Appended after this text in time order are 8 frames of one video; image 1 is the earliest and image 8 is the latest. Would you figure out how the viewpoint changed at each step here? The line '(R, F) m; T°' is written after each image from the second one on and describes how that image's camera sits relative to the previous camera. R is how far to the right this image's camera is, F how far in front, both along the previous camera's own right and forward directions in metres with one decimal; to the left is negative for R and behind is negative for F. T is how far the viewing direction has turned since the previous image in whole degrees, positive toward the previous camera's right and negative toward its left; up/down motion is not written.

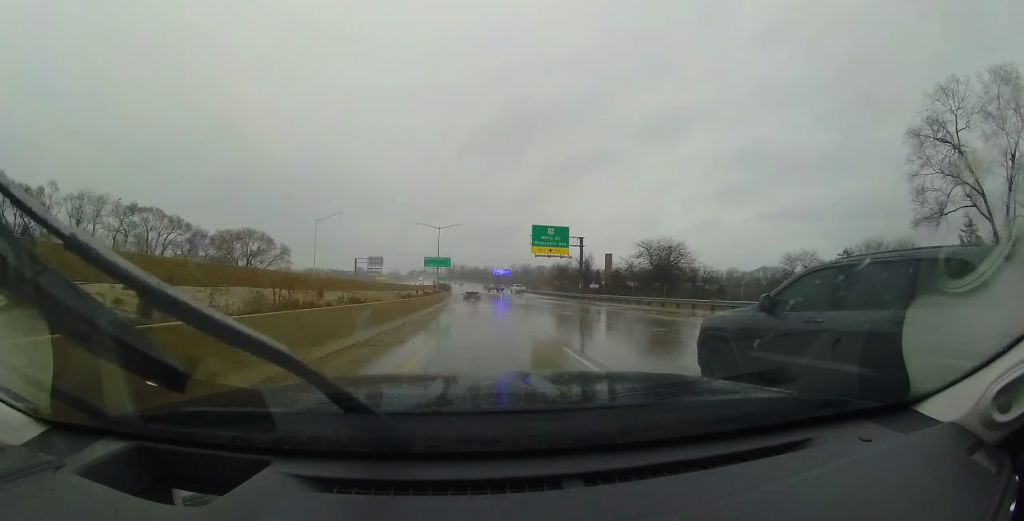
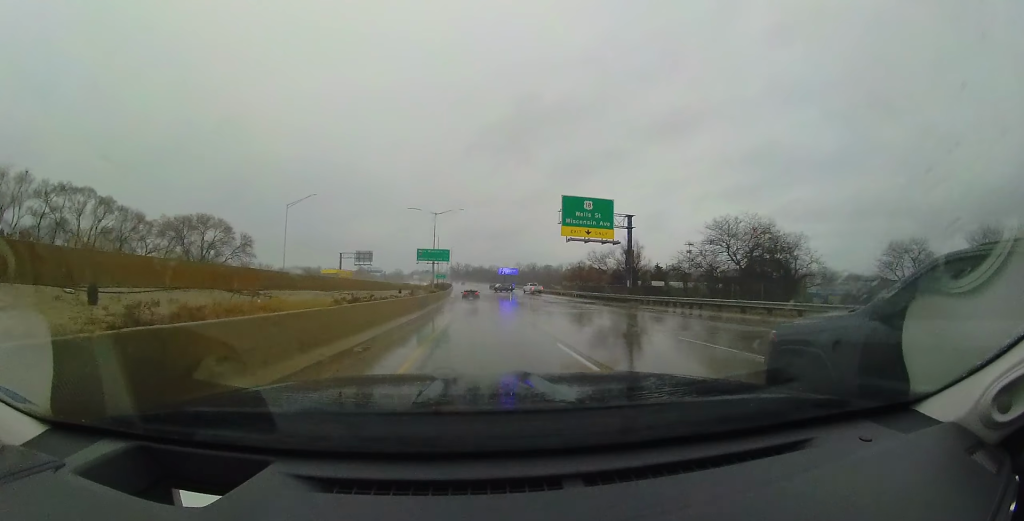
(-0.3, +14.5) m; -1°
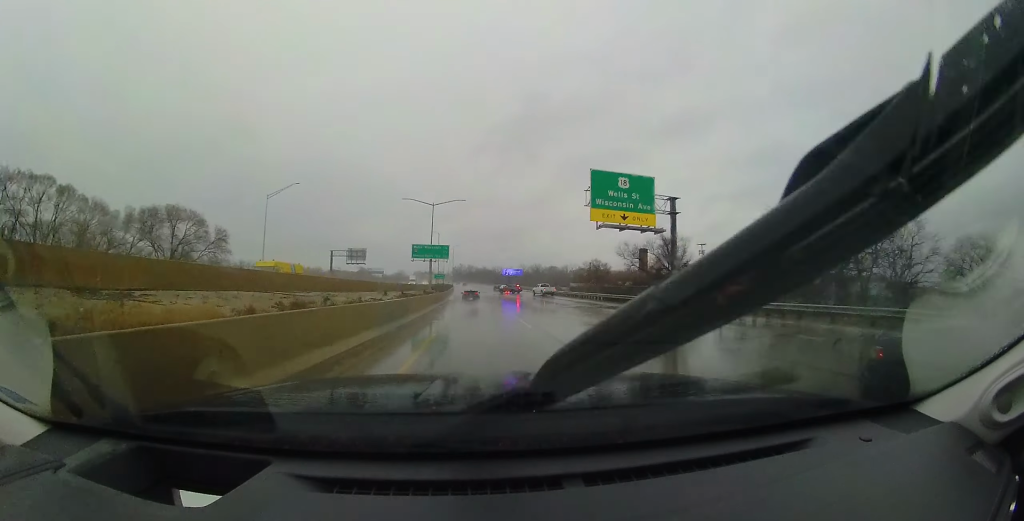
(0.0, +7.6) m; 0°
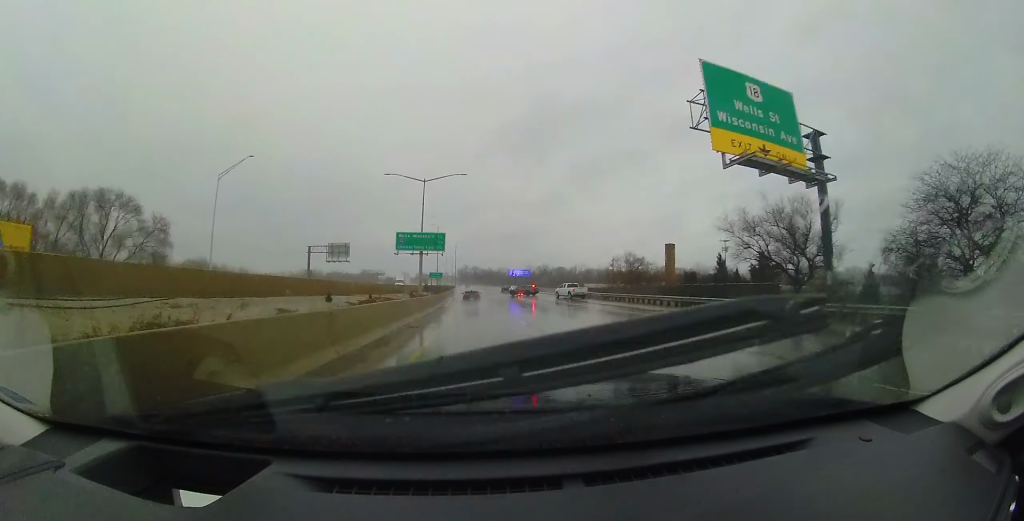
(0.0, +13.4) m; -2°
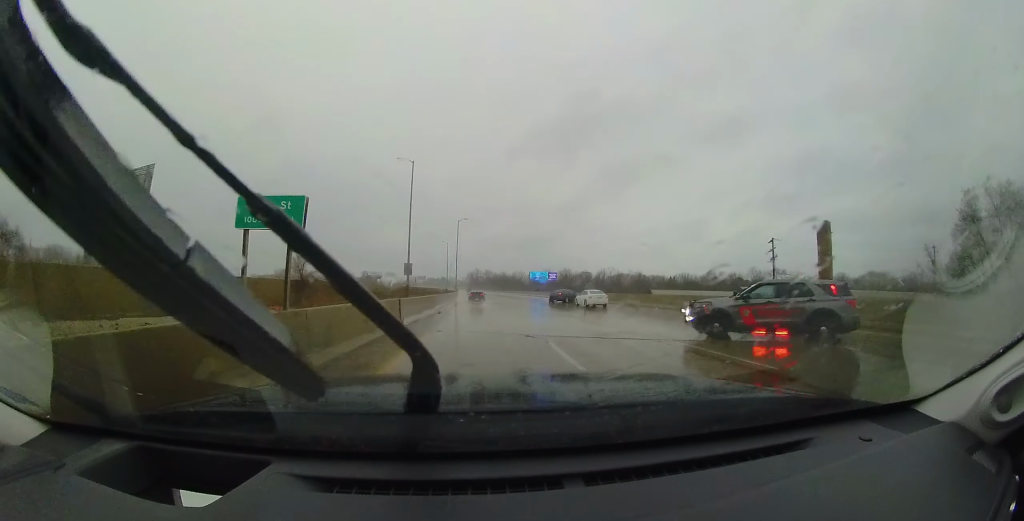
(-1.6, +46.5) m; -3°
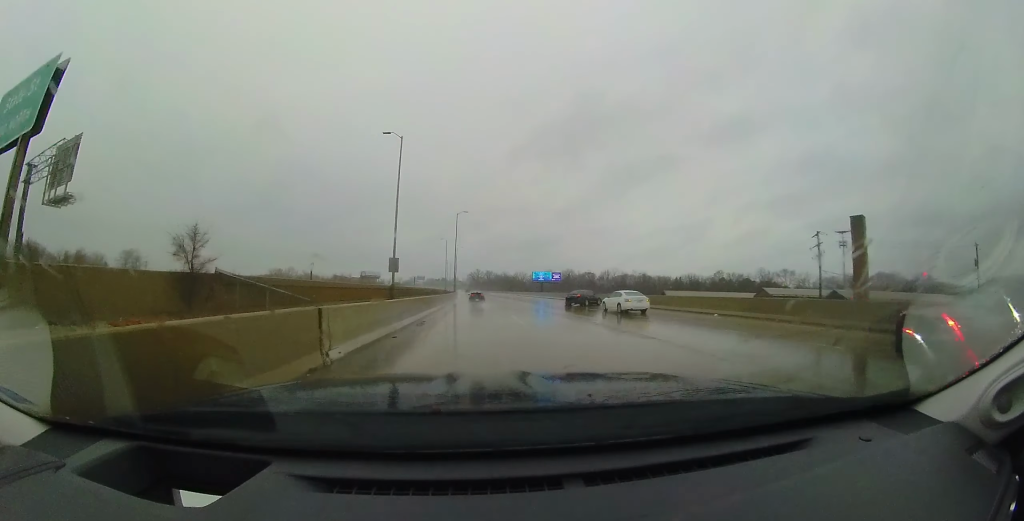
(-0.1, +6.9) m; 0°
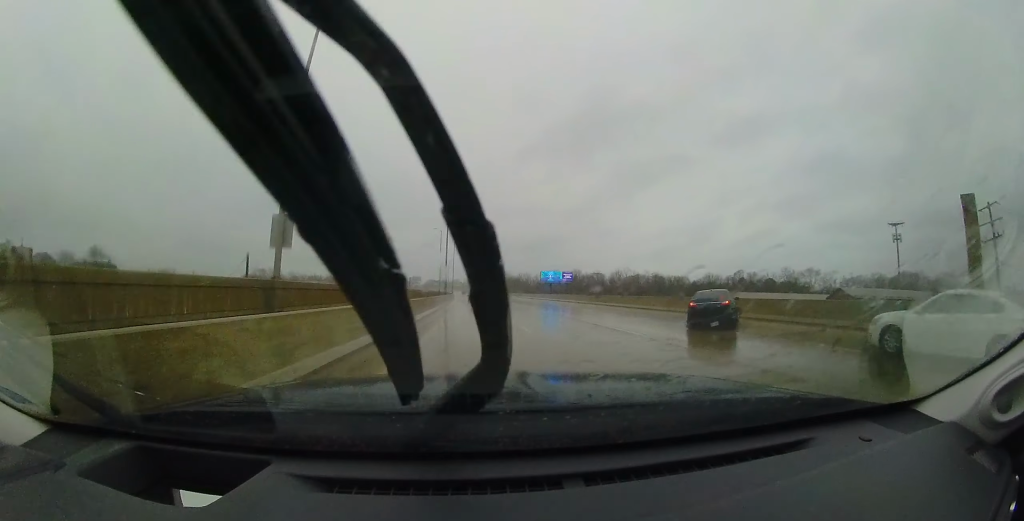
(-0.1, +19.1) m; 0°
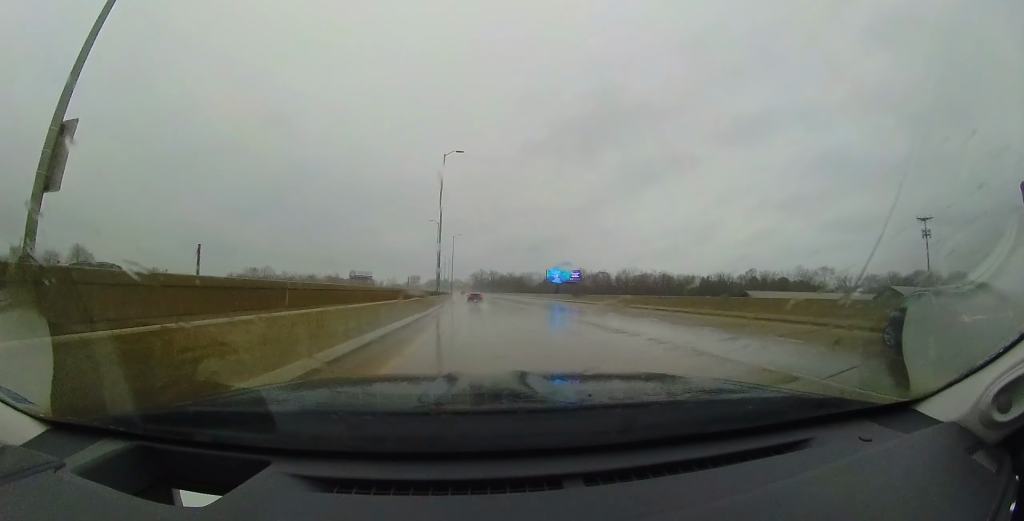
(0.0, +9.2) m; 0°
